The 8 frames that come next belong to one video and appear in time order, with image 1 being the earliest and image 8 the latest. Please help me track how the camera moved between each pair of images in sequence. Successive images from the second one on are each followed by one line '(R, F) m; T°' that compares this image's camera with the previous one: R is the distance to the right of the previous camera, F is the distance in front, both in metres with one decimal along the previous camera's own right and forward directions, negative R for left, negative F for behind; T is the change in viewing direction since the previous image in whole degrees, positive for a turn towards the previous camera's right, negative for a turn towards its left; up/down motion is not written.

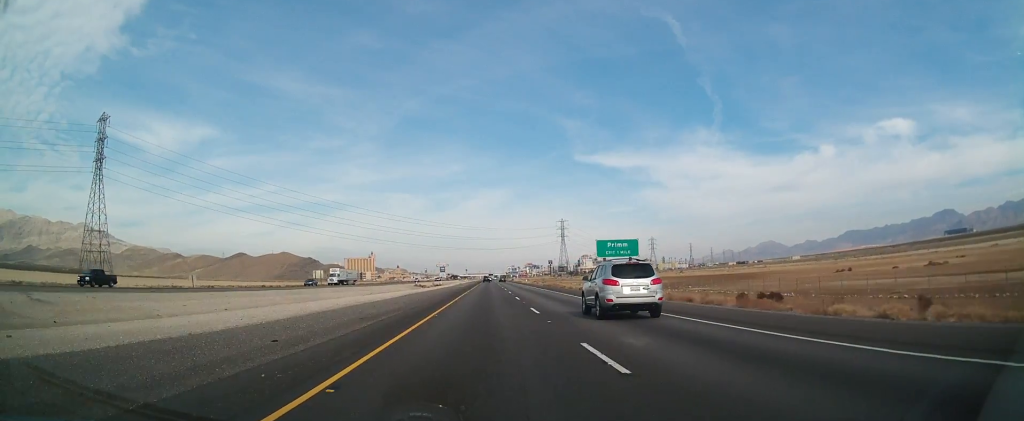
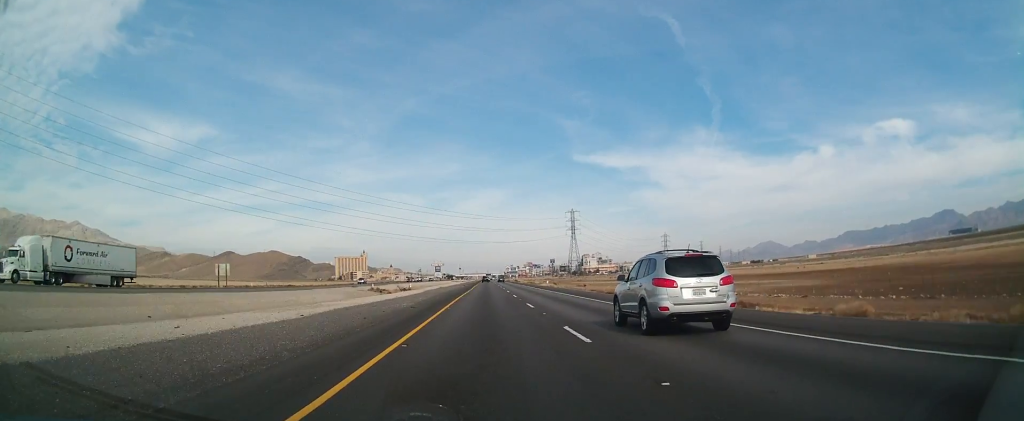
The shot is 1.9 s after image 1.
(+0.7, +68.2) m; +1°
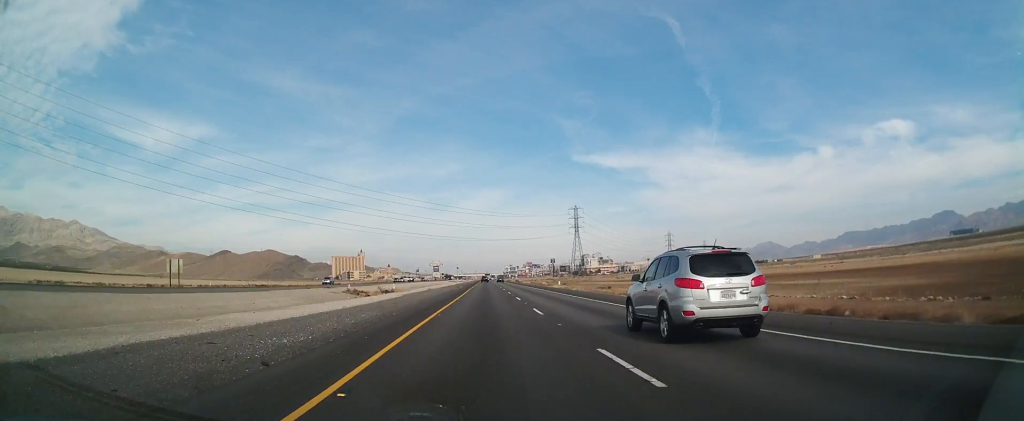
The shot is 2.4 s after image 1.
(0.0, +19.5) m; 0°
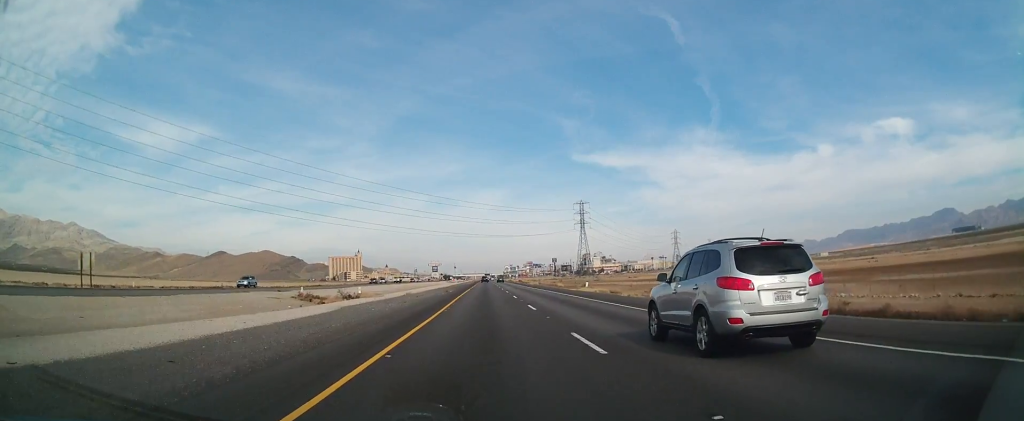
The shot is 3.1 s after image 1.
(-0.2, +25.5) m; 0°
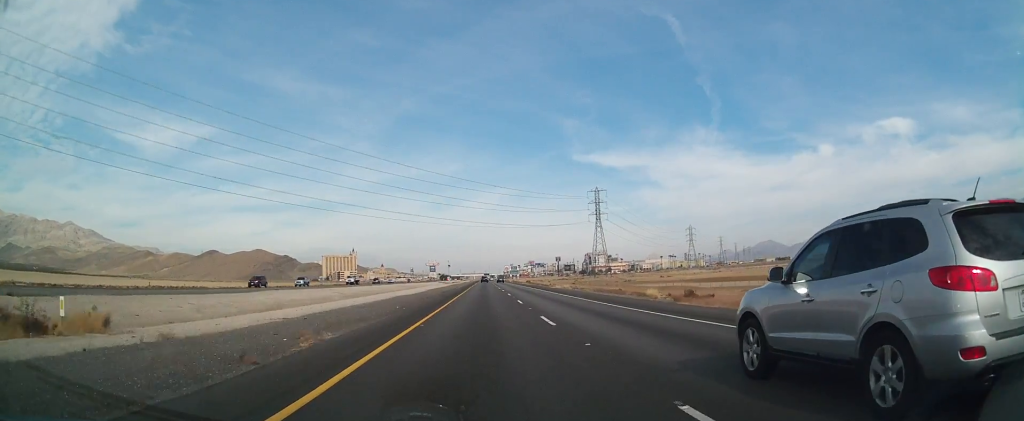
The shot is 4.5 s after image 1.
(+0.4, +51.4) m; +1°
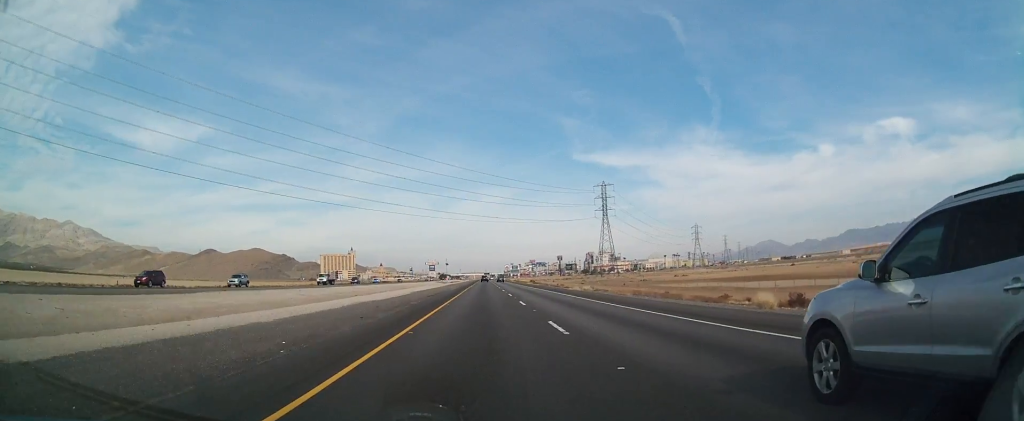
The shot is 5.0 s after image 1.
(+0.2, +17.2) m; 0°
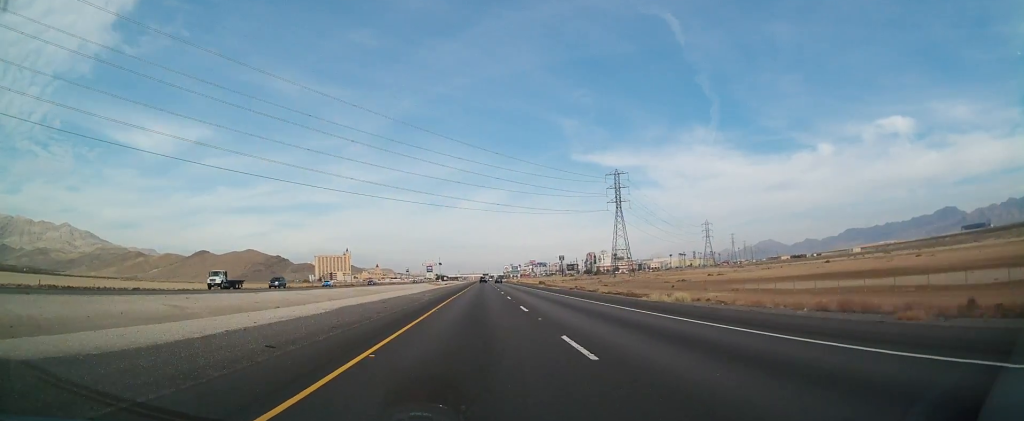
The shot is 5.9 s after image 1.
(-0.4, +33.3) m; 0°
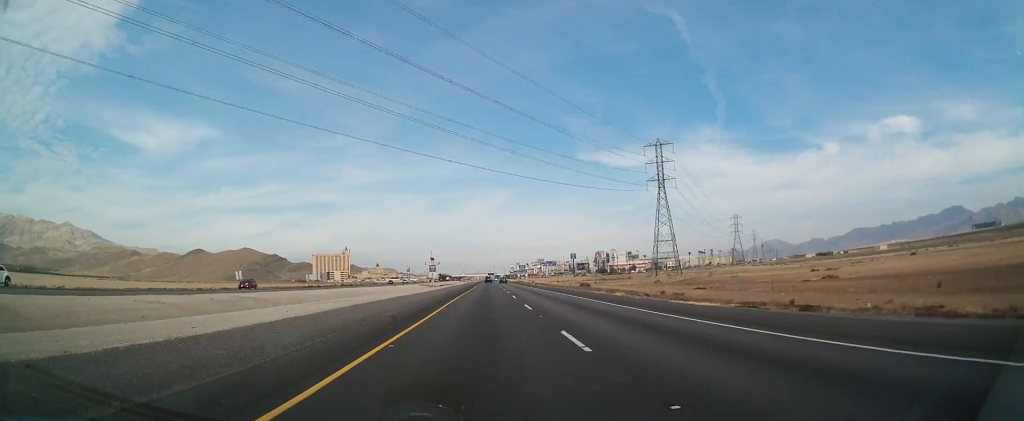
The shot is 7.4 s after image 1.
(+0.7, +56.9) m; +1°
